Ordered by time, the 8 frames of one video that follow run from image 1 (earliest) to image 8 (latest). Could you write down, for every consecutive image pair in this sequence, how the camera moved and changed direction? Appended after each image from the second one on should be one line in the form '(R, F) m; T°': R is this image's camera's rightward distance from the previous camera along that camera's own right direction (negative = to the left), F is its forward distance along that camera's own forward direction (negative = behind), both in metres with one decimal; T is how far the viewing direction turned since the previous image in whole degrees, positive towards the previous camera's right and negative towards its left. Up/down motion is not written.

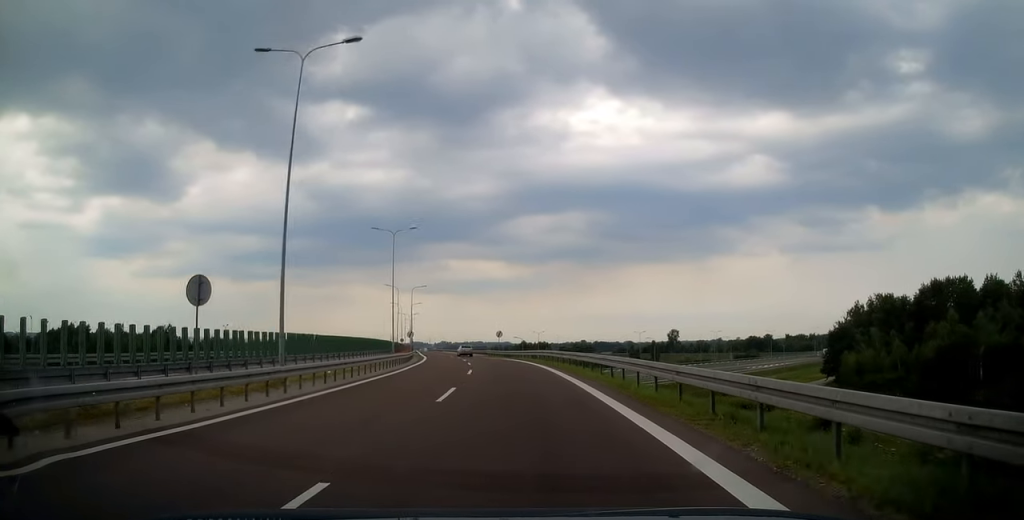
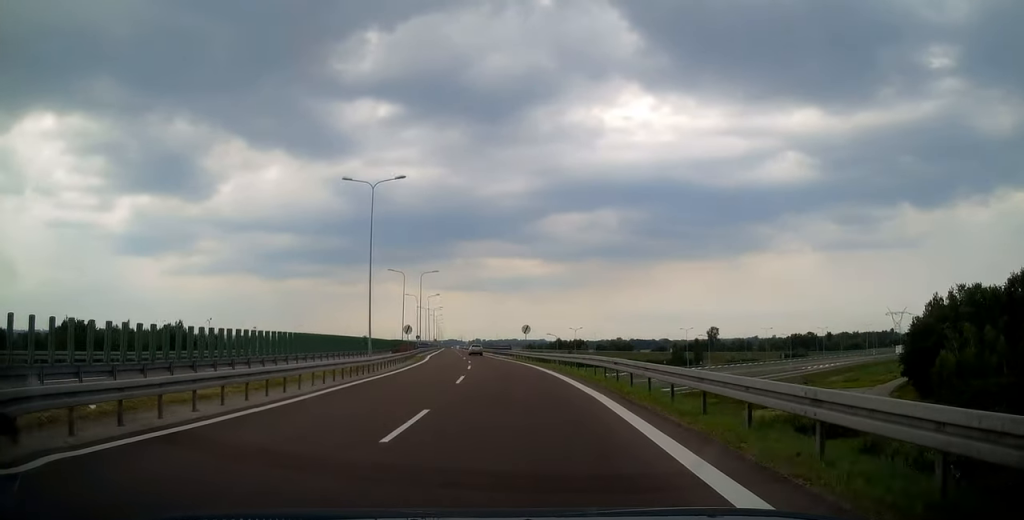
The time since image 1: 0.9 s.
(-0.7, +17.7) m; -4°
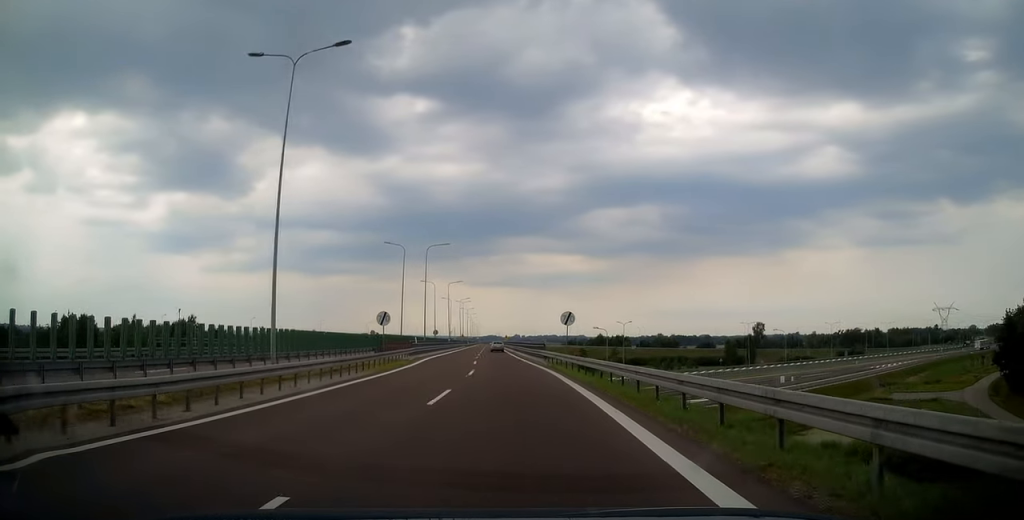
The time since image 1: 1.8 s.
(-0.8, +19.1) m; -3°
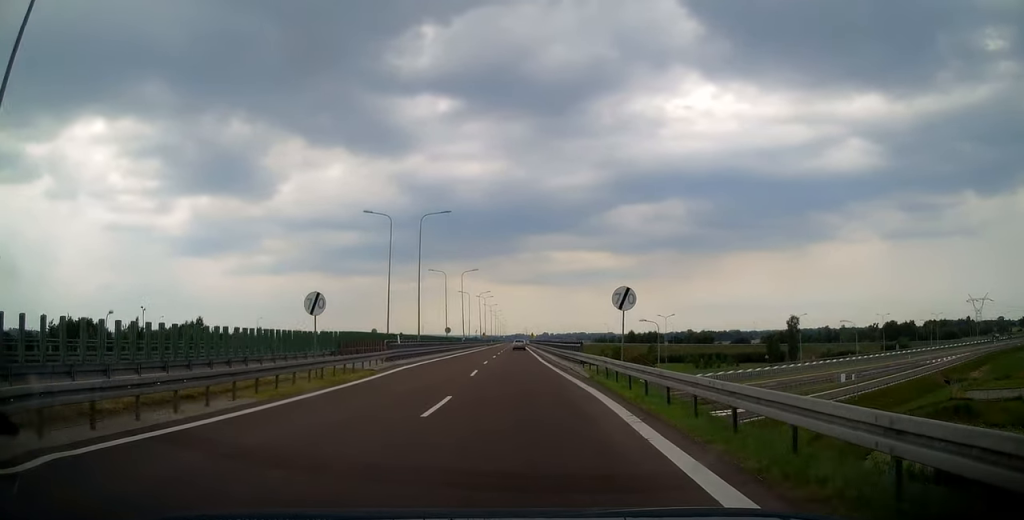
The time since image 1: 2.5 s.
(-0.1, +13.9) m; -2°
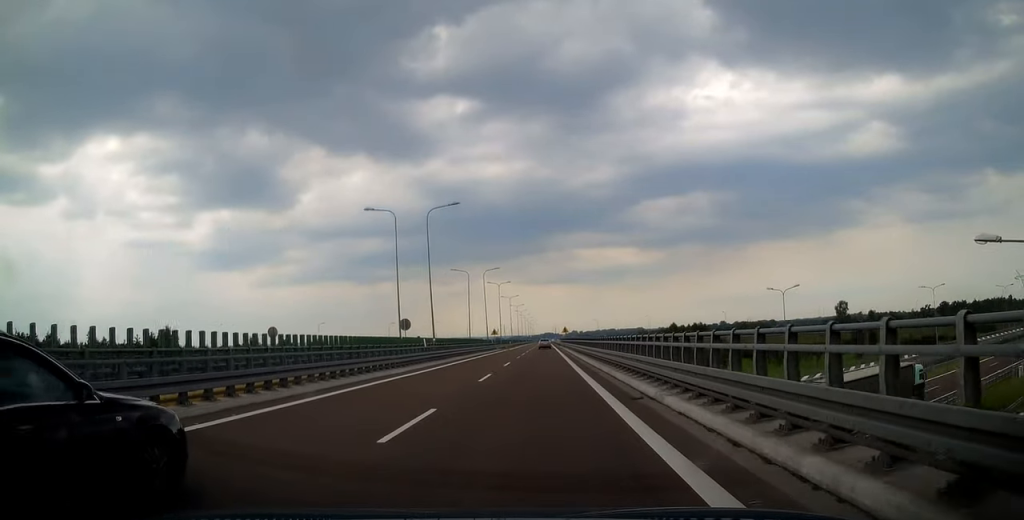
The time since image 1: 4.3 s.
(-1.9, +38.1) m; -4°
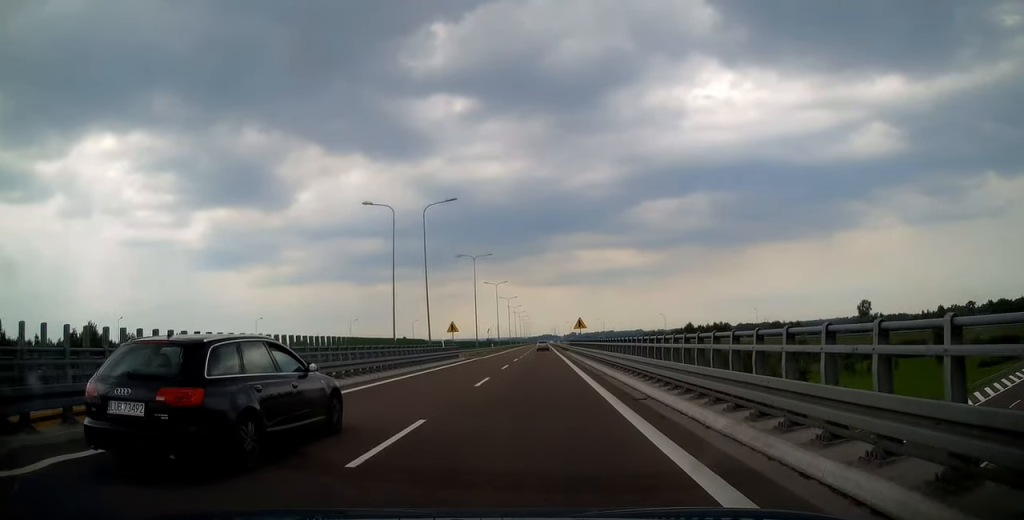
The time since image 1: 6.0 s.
(+0.5, +37.5) m; +1°
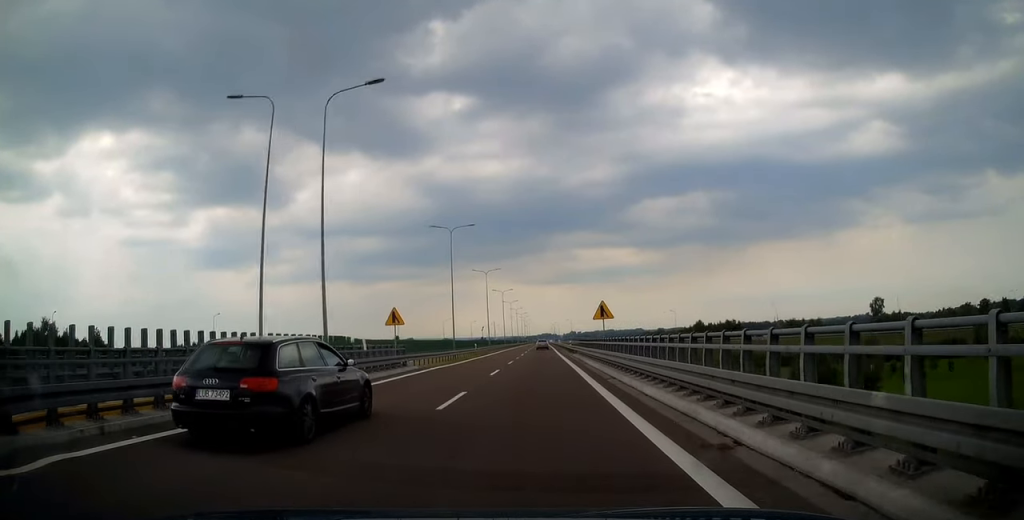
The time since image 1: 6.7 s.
(-0.1, +18.4) m; -1°
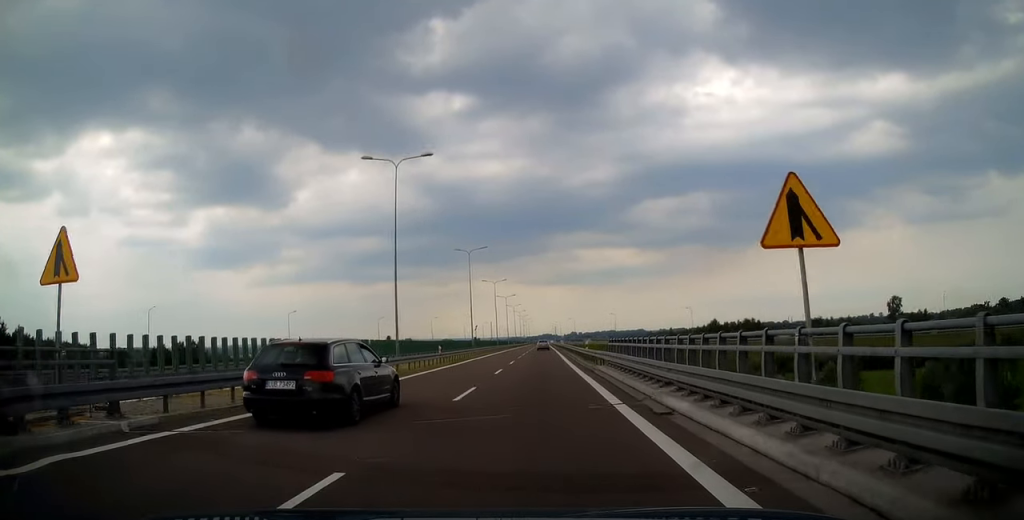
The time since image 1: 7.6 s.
(-0.2, +21.7) m; -1°
